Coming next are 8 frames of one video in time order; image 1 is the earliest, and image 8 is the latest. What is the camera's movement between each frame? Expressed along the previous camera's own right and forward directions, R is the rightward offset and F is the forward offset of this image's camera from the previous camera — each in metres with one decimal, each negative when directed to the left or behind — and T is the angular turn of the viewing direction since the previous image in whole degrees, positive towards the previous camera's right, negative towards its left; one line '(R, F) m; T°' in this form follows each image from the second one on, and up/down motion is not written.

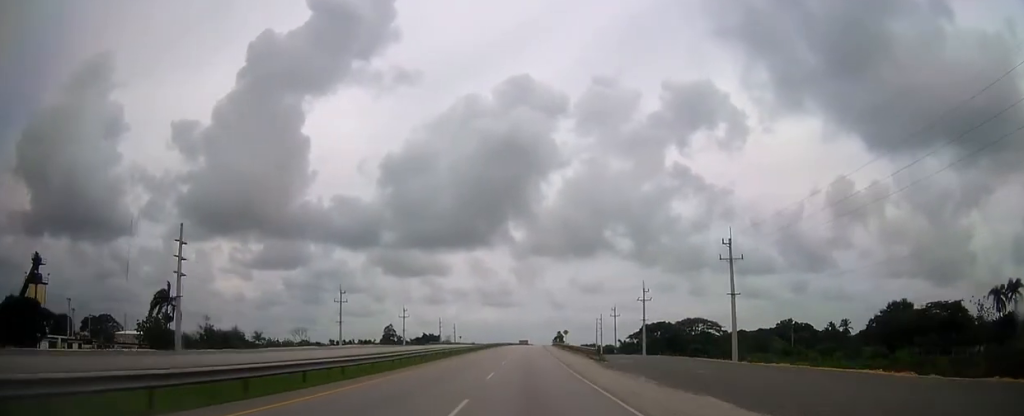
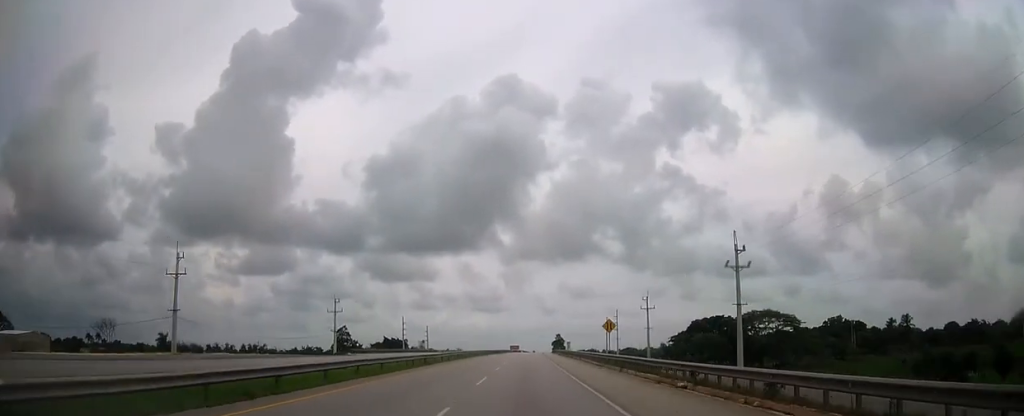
(+0.7, +60.2) m; +1°
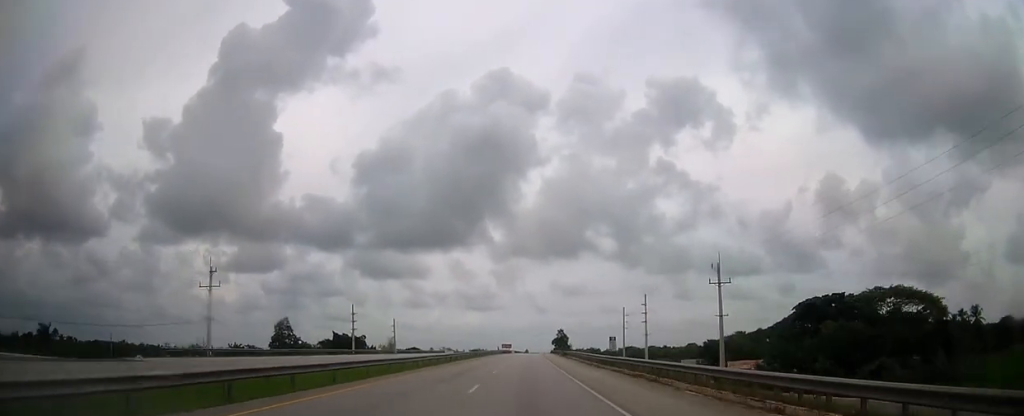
(+0.3, +51.4) m; +1°
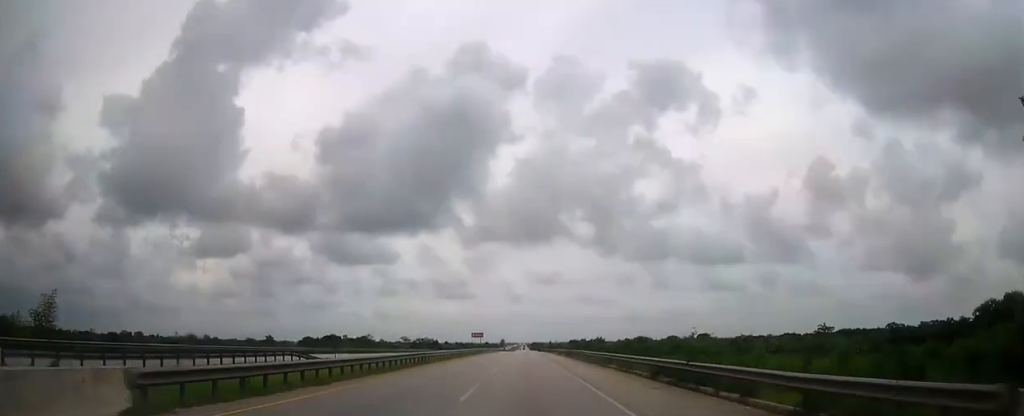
(+3.5, +171.8) m; +2°
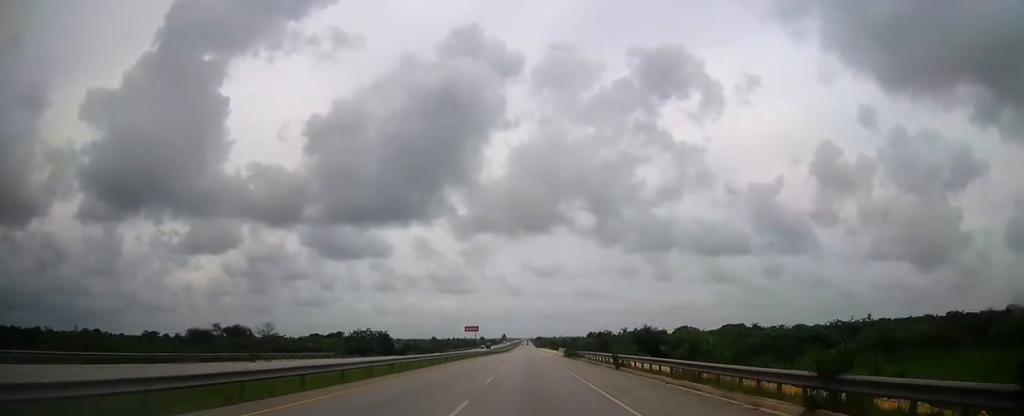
(+0.3, +123.4) m; 0°
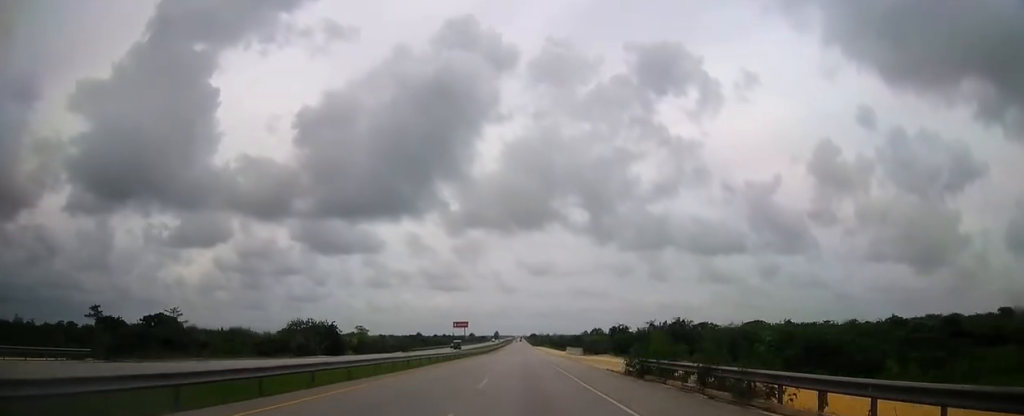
(0.0, +50.8) m; 0°
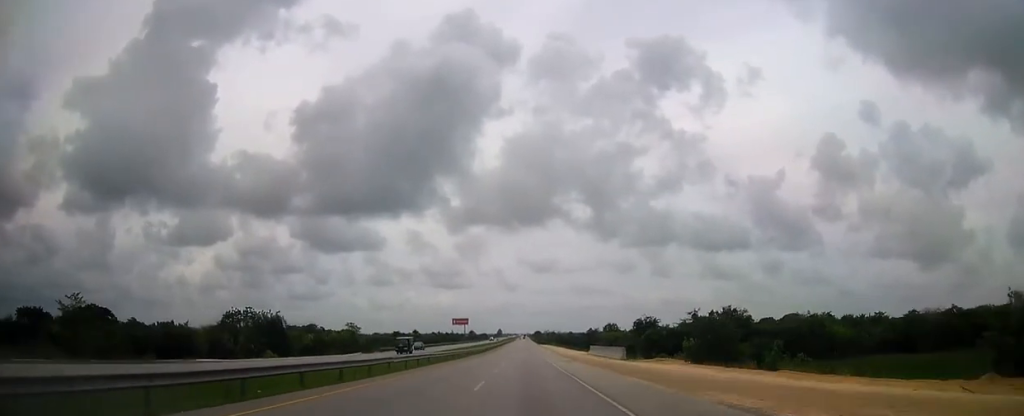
(0.0, +36.6) m; 0°
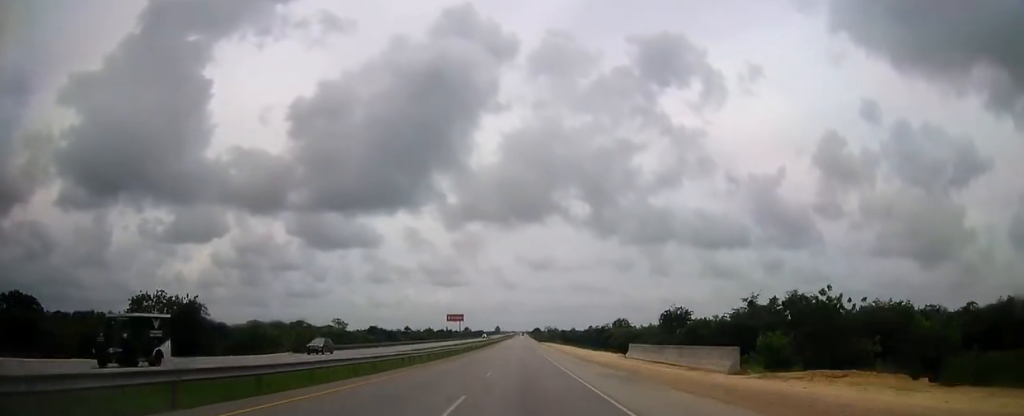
(0.0, +31.3) m; 0°
